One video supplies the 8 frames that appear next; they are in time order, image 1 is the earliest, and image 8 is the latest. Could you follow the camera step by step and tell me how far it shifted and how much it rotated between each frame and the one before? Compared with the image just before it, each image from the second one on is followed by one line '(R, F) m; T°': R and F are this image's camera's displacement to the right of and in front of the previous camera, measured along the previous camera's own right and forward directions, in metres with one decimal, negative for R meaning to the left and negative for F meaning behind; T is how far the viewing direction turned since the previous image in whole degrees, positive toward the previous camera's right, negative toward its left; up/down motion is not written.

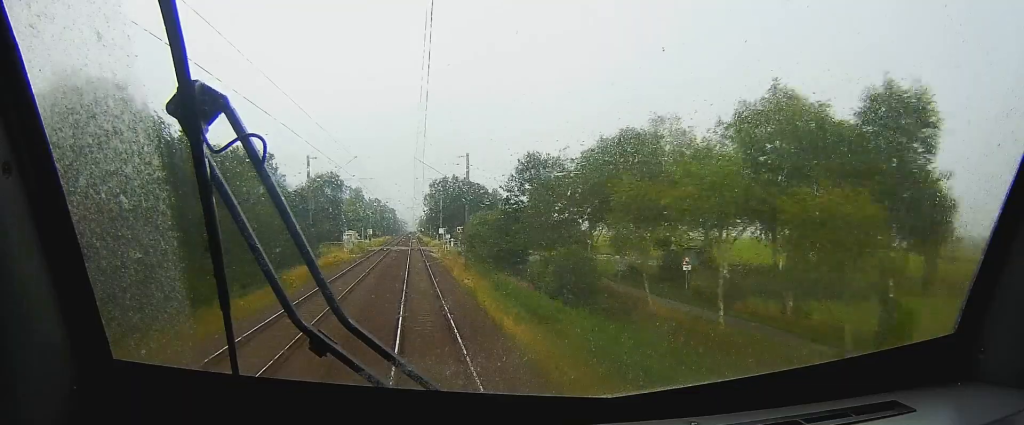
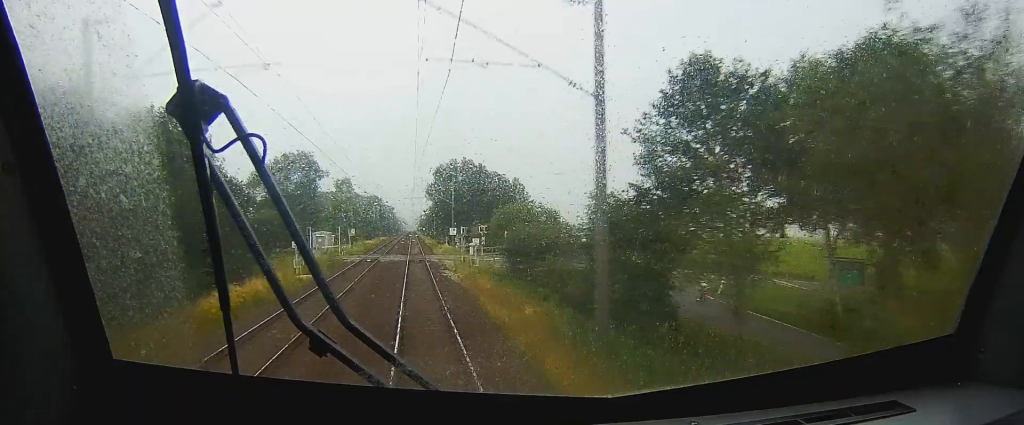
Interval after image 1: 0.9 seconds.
(0.0, +34.0) m; 0°
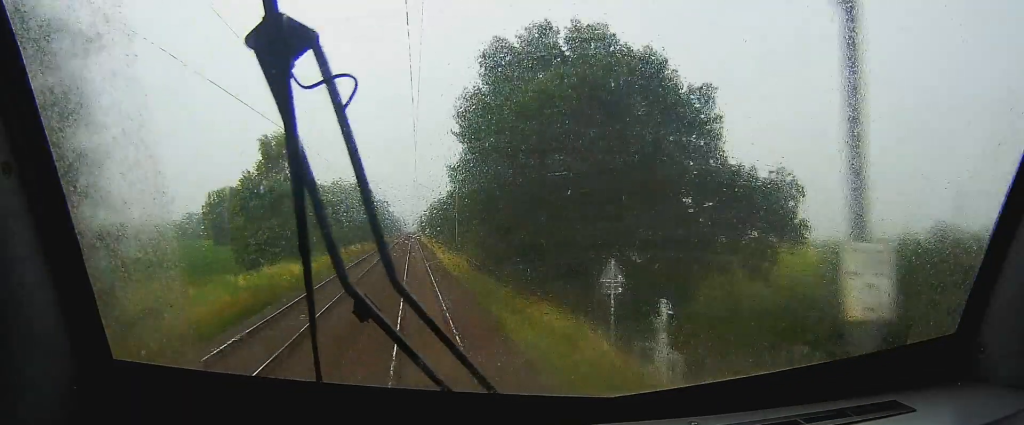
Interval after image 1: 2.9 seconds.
(+0.1, +72.6) m; 0°
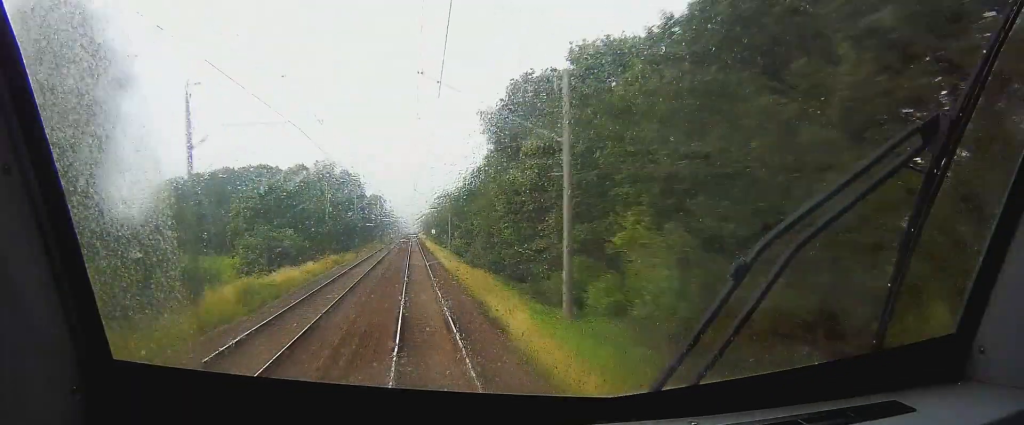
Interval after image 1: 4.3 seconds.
(0.0, +50.6) m; 0°
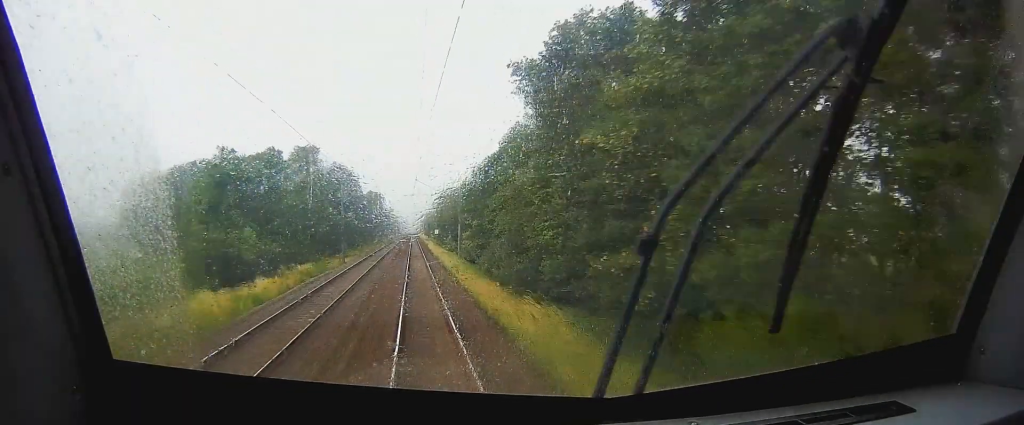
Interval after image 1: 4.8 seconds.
(0.0, +18.1) m; 0°
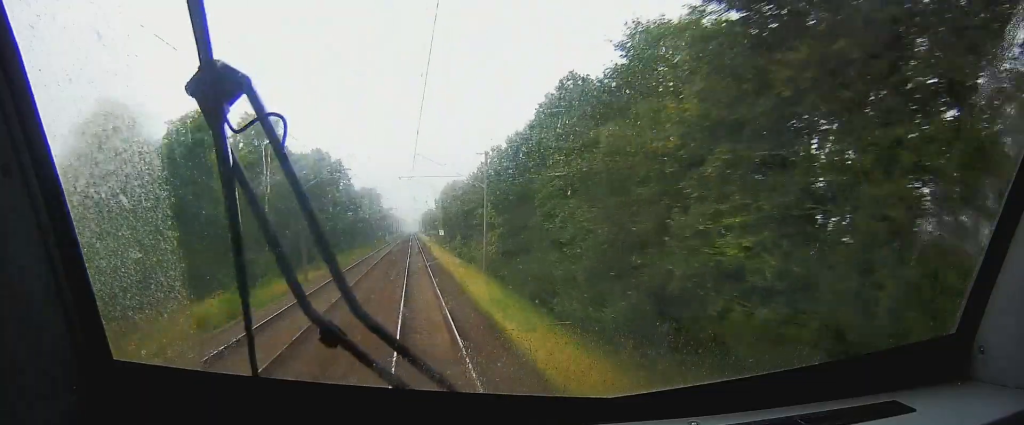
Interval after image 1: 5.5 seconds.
(0.0, +24.1) m; 0°
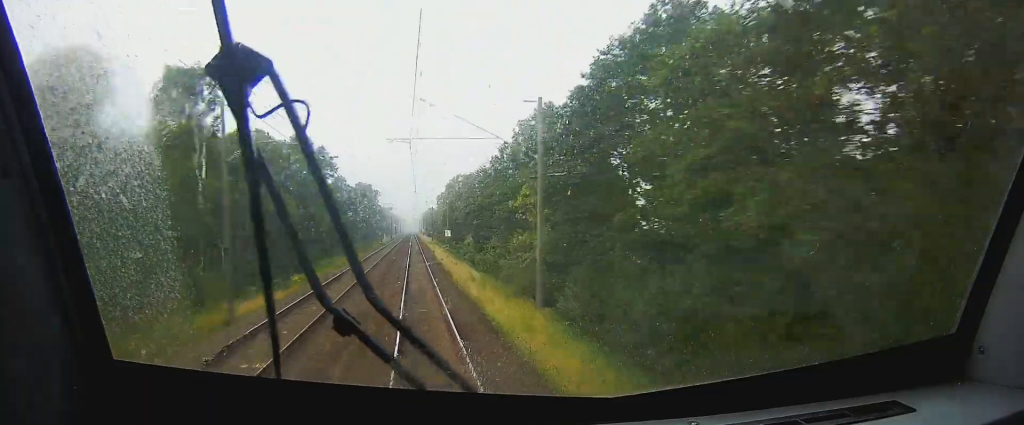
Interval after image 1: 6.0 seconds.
(0.0, +18.1) m; 0°
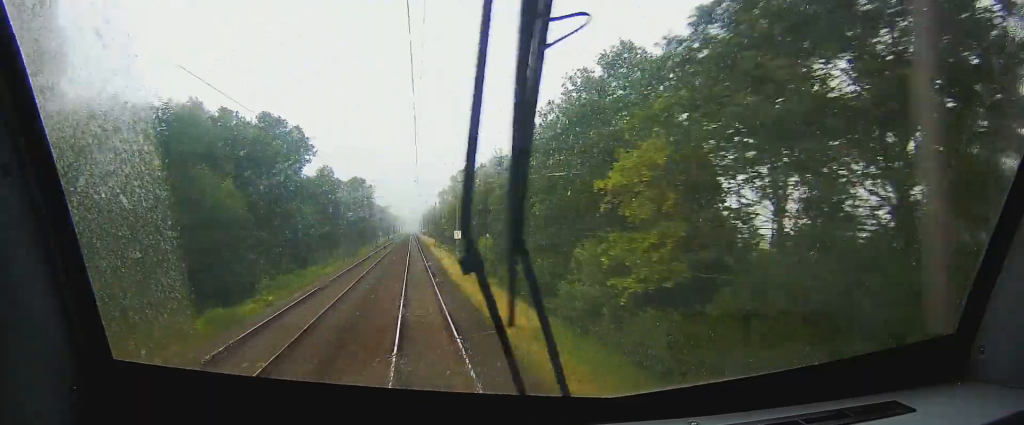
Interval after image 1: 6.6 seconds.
(0.0, +20.6) m; 0°
